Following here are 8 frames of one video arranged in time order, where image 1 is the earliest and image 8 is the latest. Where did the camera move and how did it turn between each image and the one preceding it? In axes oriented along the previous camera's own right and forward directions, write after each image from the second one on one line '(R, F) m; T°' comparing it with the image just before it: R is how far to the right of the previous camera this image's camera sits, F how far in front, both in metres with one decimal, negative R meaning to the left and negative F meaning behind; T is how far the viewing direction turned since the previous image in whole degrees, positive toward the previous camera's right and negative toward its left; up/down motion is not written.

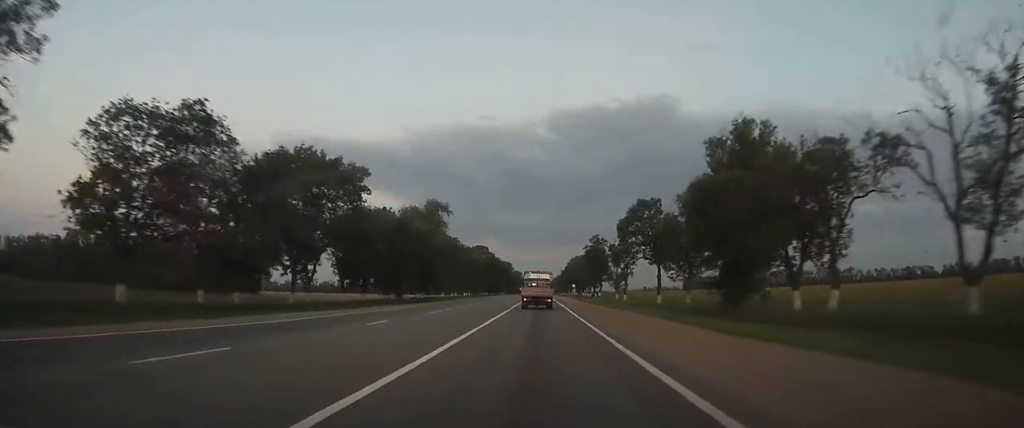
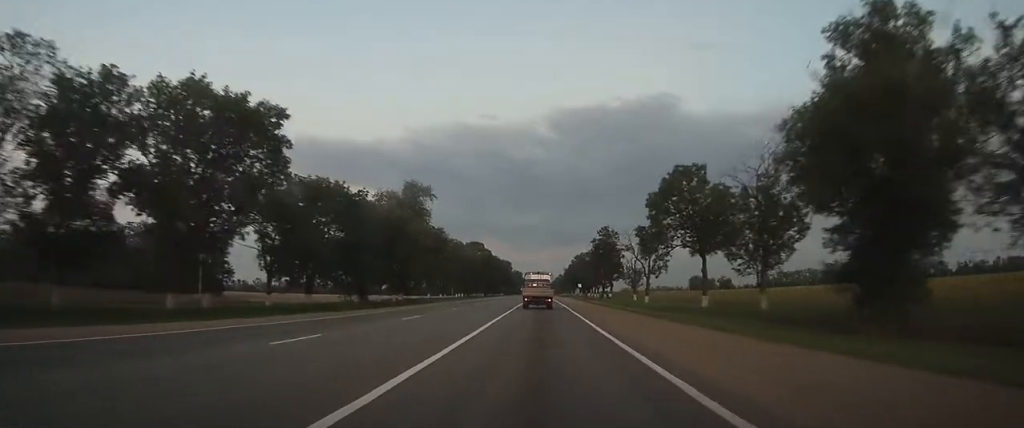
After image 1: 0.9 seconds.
(-0.1, +19.5) m; 0°
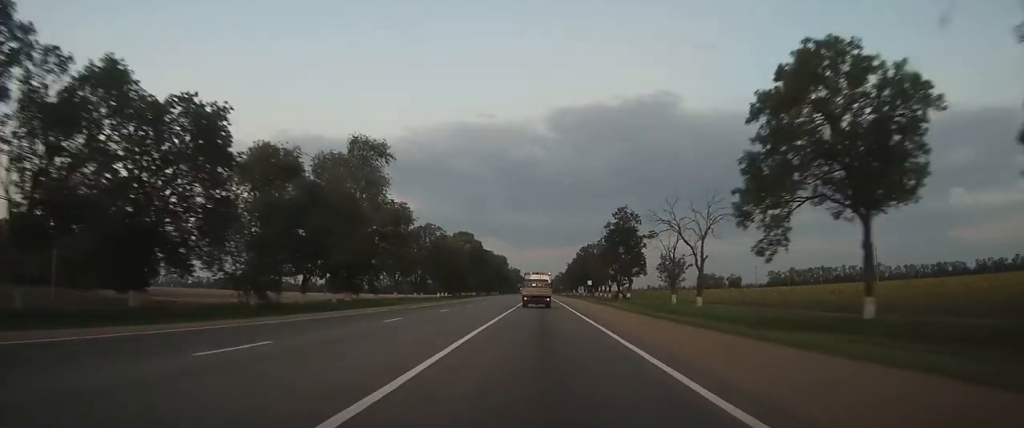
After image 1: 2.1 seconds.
(+0.1, +27.3) m; 0°
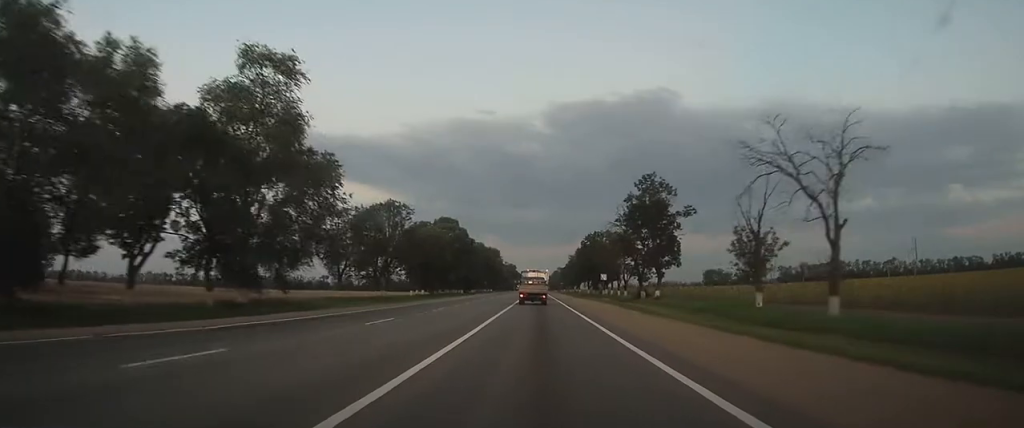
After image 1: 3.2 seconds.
(0.0, +26.1) m; 0°
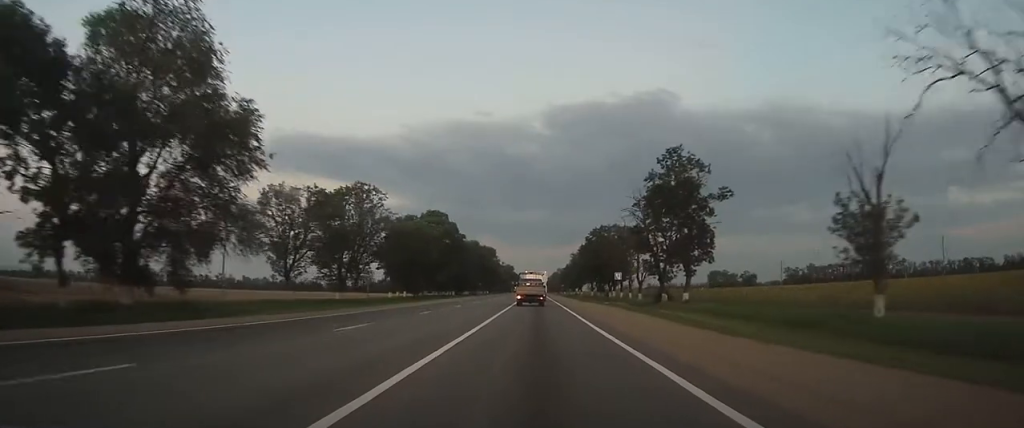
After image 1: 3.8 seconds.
(0.0, +14.7) m; 0°
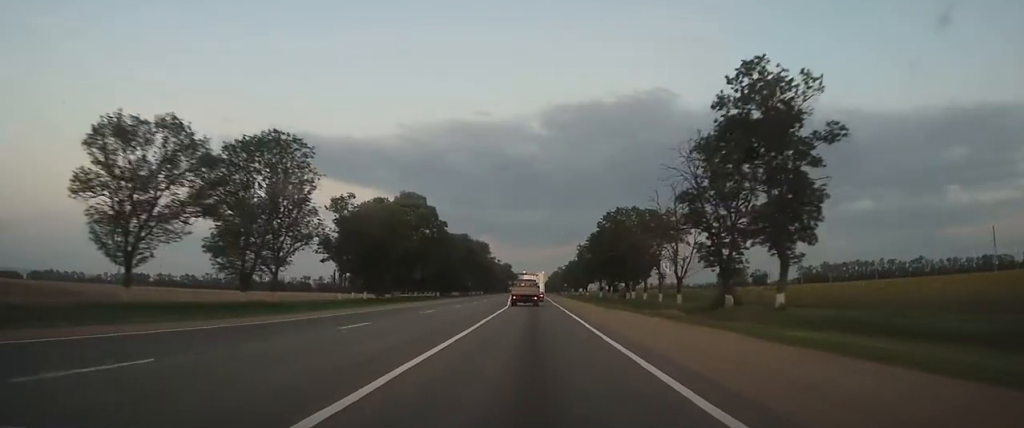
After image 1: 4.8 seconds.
(+0.1, +23.6) m; 0°
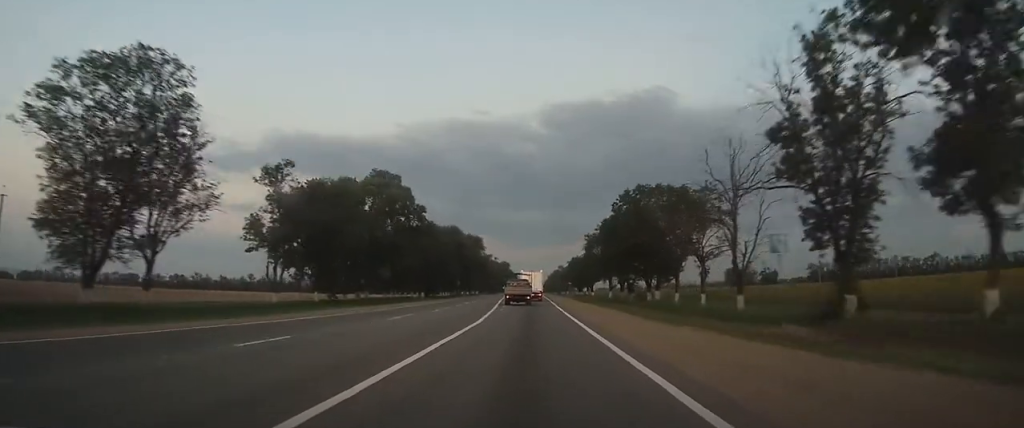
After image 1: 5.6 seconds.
(0.0, +18.2) m; 0°
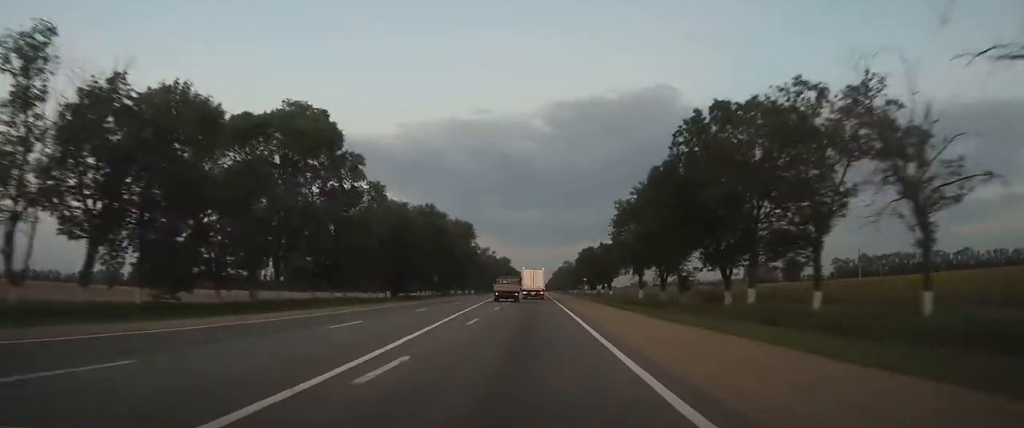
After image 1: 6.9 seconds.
(-0.1, +30.6) m; 0°
